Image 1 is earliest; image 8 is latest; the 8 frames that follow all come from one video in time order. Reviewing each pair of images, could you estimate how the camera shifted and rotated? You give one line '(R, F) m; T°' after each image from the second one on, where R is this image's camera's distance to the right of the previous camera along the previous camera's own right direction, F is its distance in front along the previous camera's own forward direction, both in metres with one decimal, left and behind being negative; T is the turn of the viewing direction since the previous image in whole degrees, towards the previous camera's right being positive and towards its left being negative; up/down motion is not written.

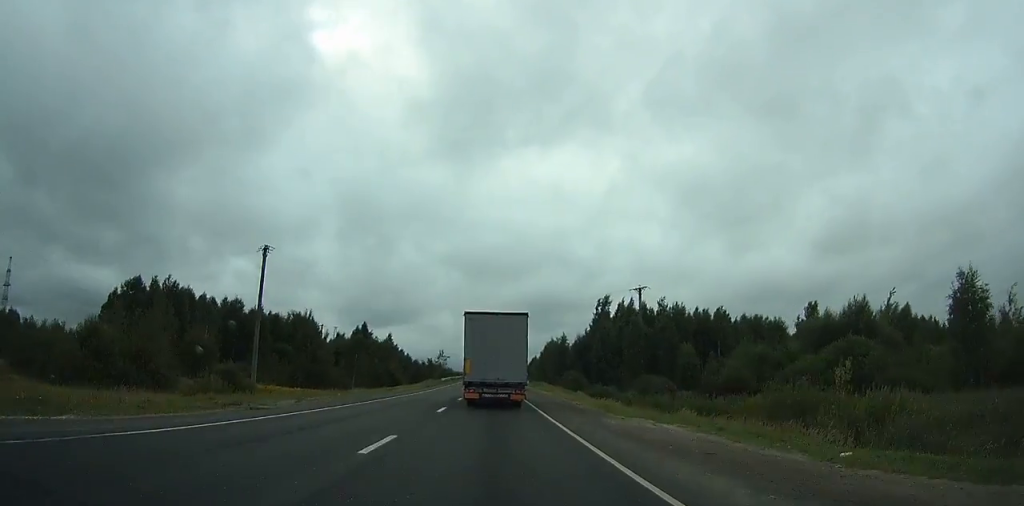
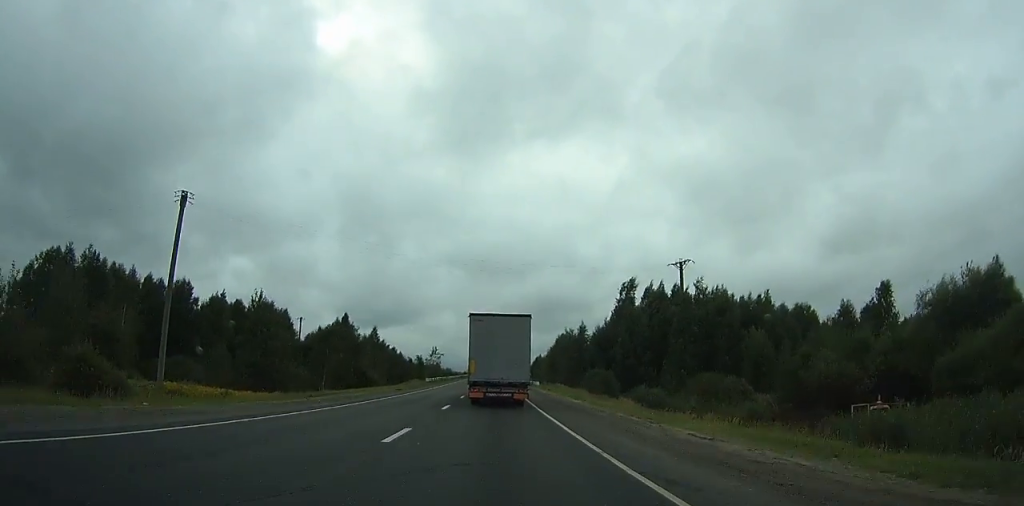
(0.0, +22.0) m; 0°
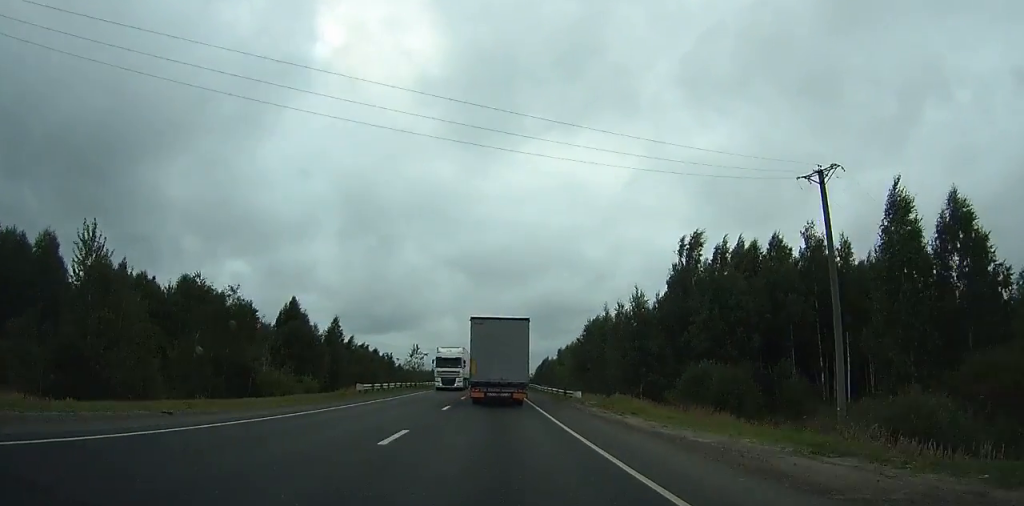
(-0.2, +35.9) m; 0°
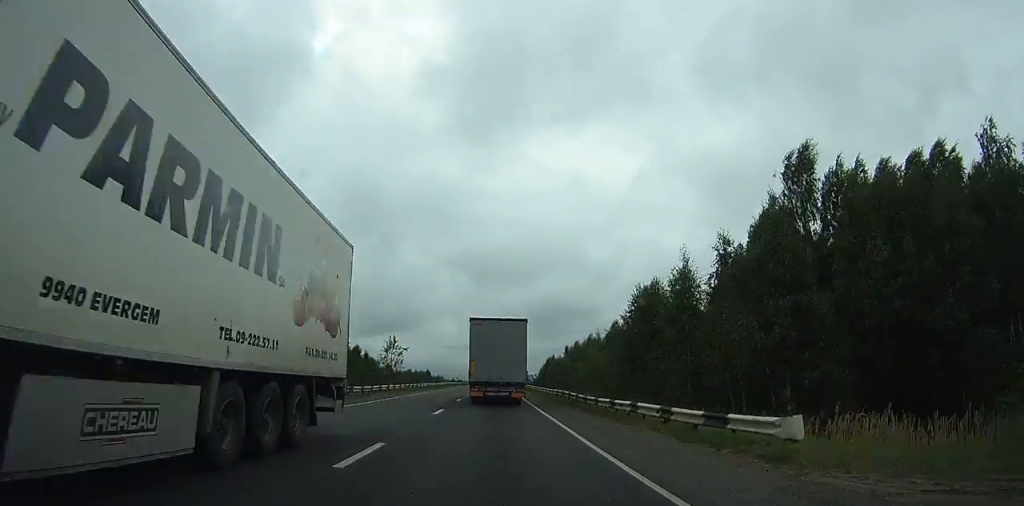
(0.0, +26.5) m; 0°
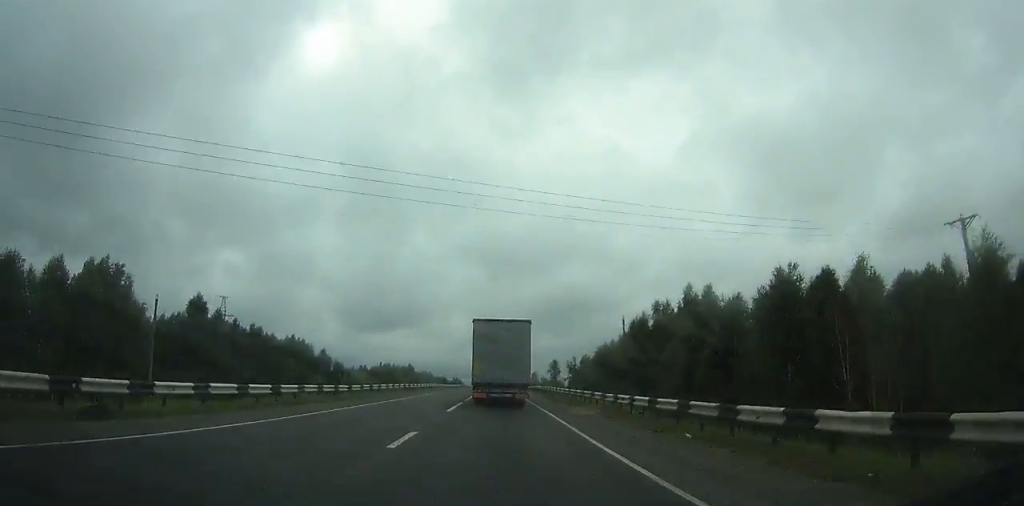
(+0.4, +103.8) m; +1°
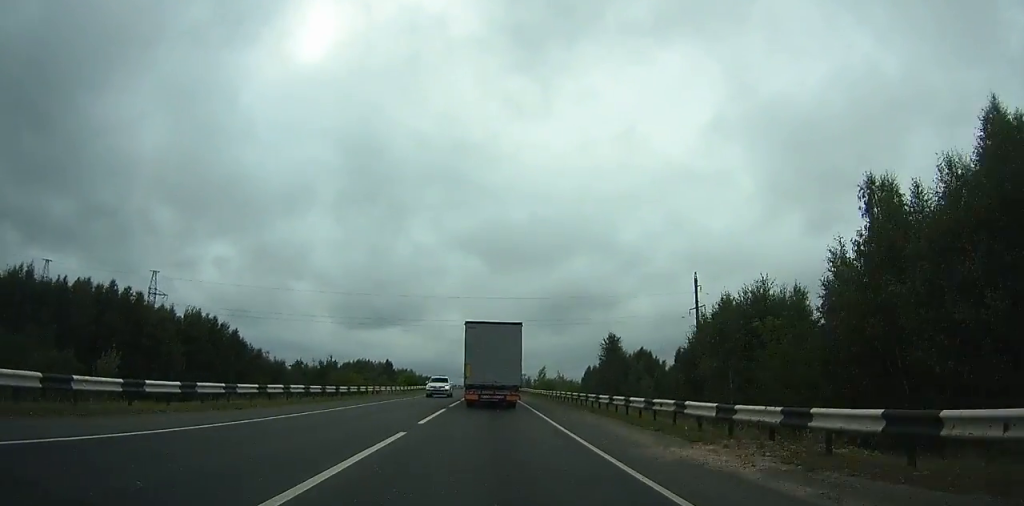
(-0.2, +54.3) m; 0°
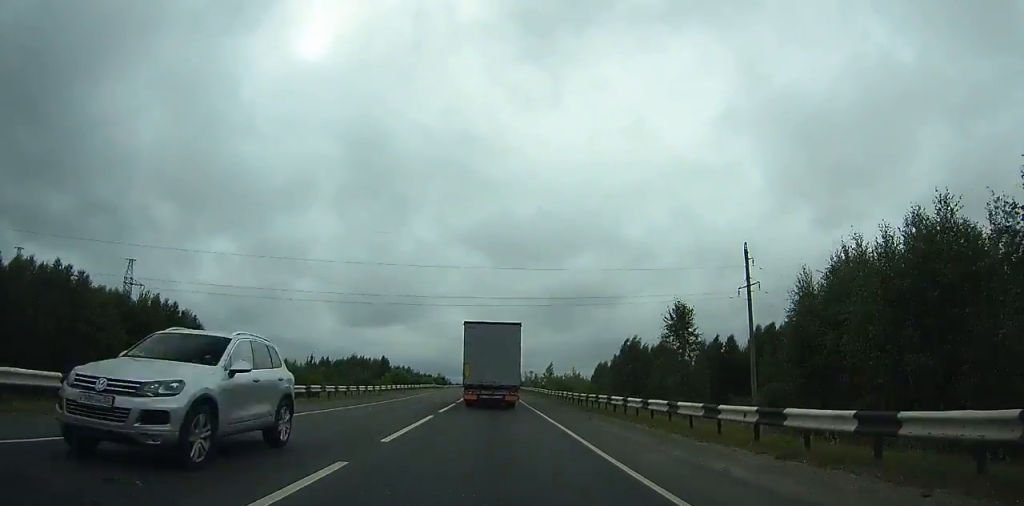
(-0.1, +17.3) m; 0°
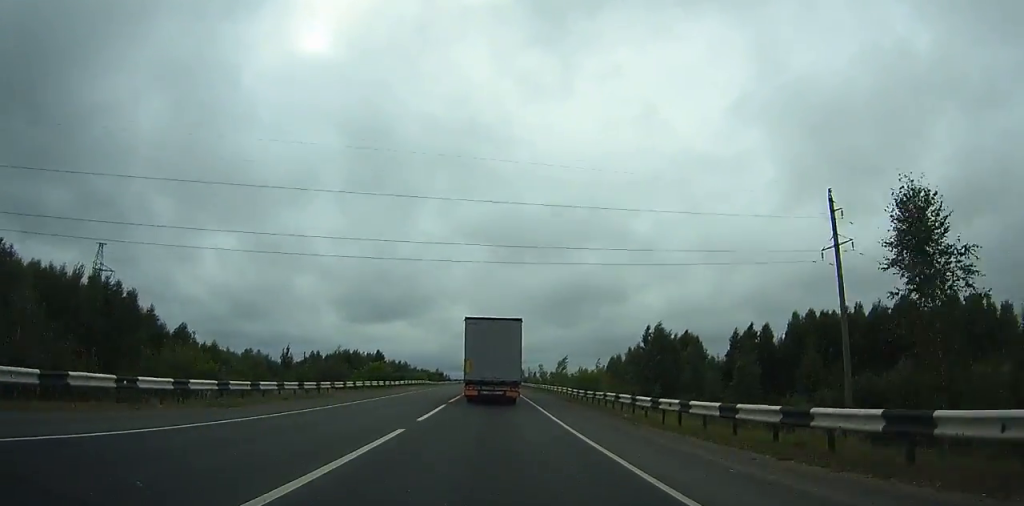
(+0.2, +18.6) m; 0°
